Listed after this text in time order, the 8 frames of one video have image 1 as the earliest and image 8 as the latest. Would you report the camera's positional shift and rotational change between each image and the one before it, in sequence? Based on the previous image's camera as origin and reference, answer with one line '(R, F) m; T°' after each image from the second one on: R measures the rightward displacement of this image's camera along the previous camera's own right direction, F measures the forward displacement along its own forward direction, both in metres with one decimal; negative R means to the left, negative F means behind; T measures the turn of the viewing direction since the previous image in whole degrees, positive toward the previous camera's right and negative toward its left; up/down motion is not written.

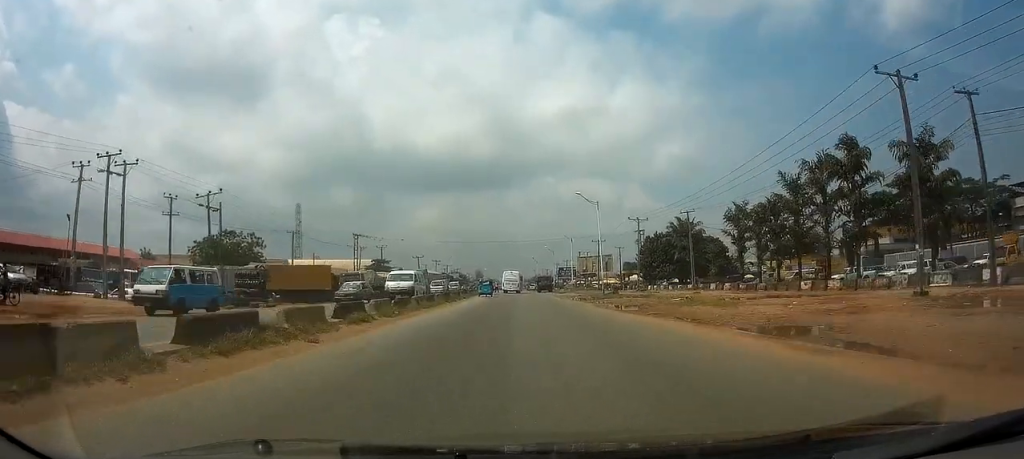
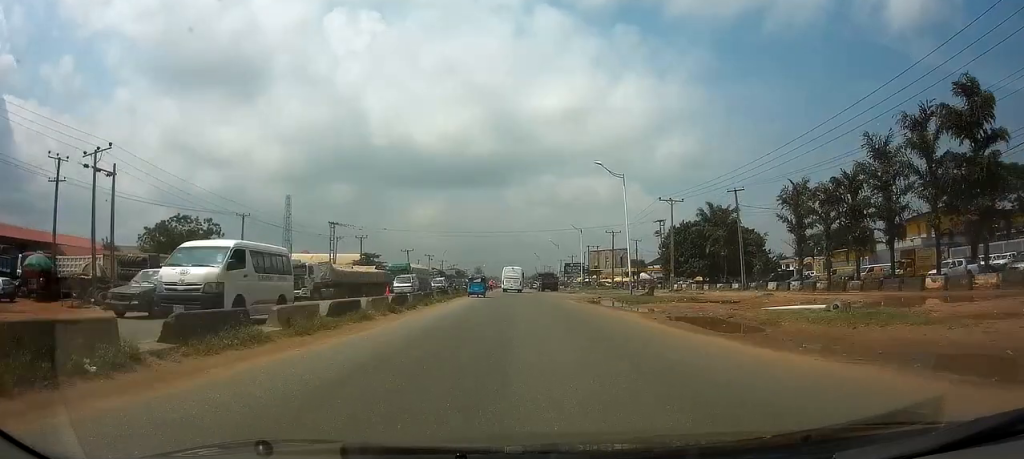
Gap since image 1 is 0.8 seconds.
(0.0, +14.6) m; 0°
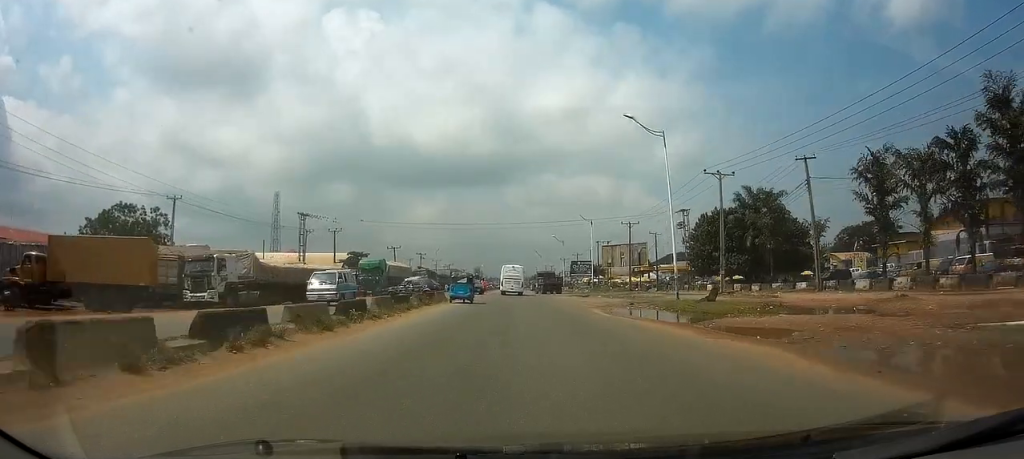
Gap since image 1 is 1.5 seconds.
(+0.1, +13.7) m; 0°
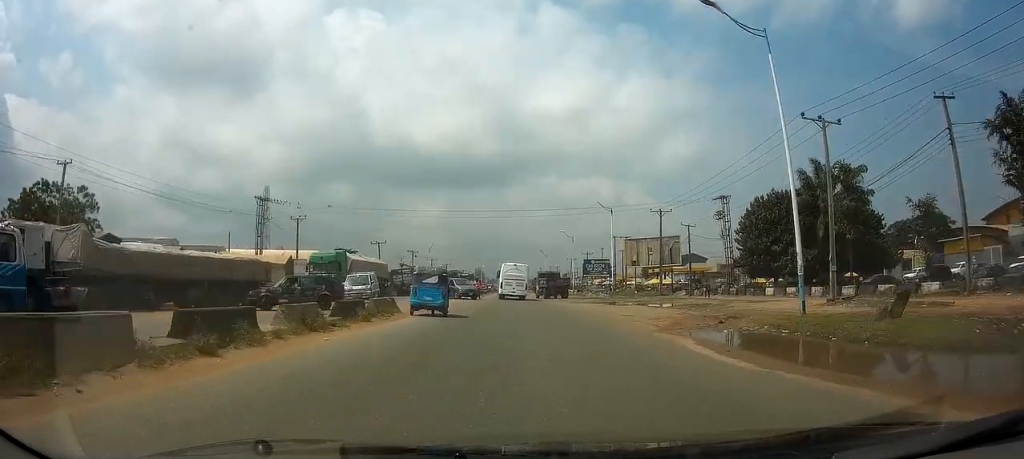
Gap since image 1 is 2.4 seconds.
(-0.1, +15.4) m; 0°
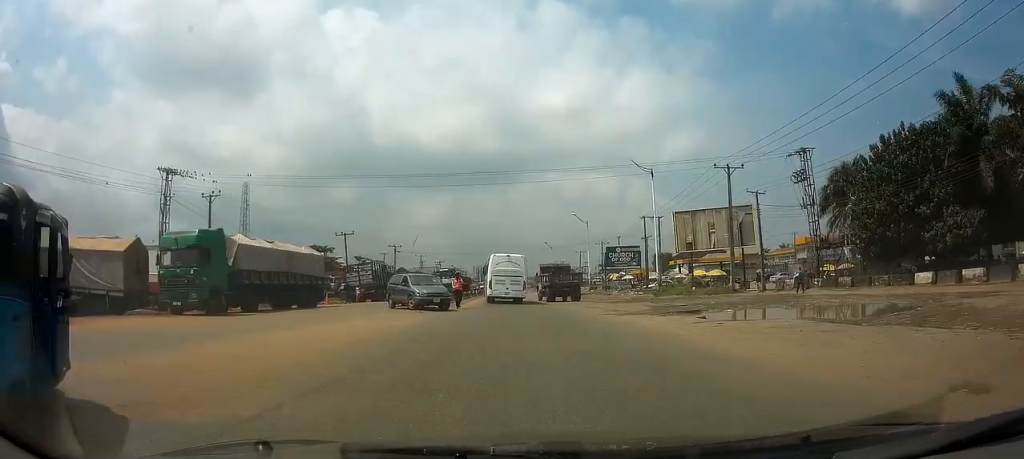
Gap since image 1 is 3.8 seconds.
(0.0, +19.8) m; 0°
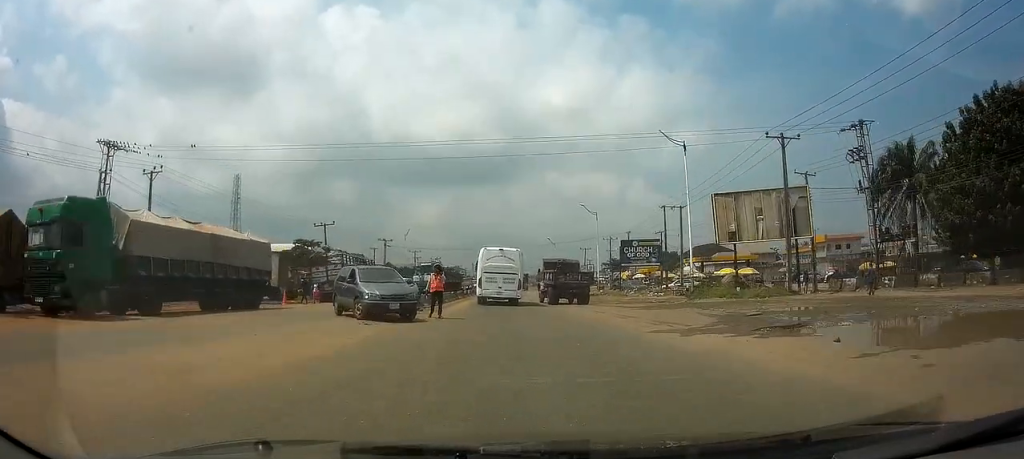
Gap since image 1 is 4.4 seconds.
(+0.1, +9.2) m; 0°
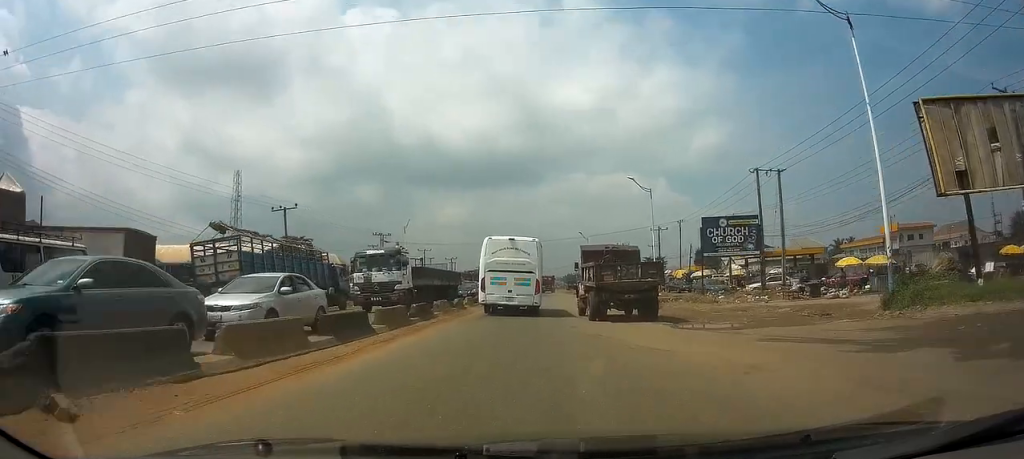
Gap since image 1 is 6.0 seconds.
(-0.5, +19.0) m; -3°
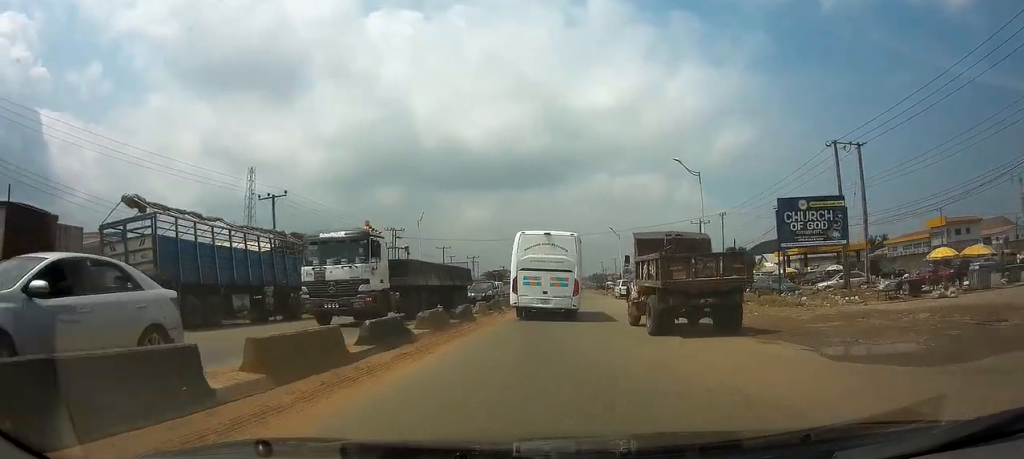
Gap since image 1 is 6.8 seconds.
(-0.1, +7.9) m; -1°
